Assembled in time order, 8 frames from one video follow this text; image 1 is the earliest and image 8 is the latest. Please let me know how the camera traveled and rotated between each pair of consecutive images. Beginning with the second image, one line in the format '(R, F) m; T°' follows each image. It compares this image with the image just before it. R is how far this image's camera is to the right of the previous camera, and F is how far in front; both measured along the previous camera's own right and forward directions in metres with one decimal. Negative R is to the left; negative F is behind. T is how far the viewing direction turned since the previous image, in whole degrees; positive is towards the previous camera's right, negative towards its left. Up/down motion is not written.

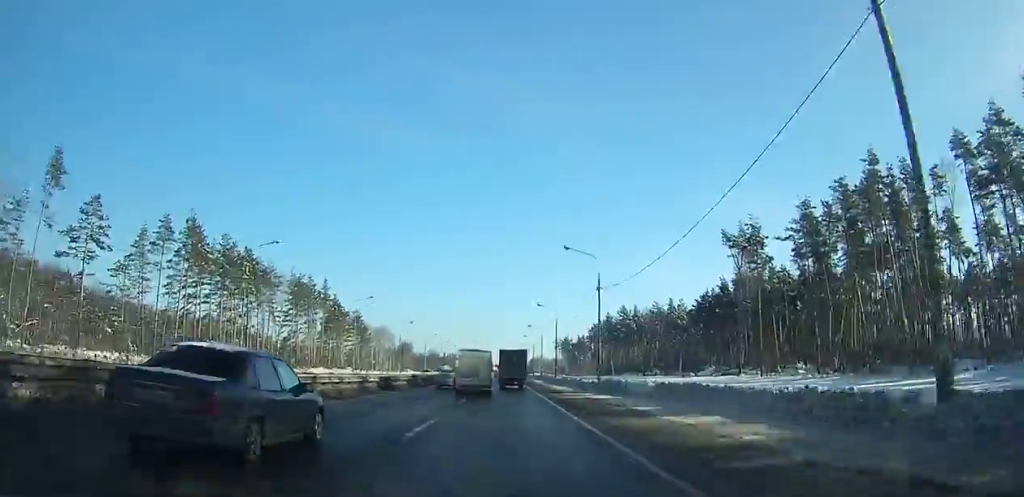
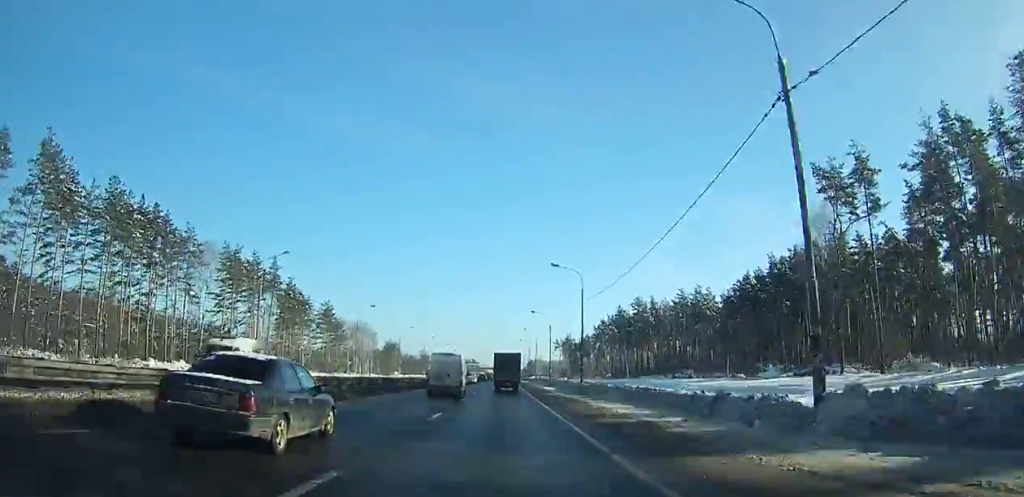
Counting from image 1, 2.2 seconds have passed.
(0.0, +32.6) m; 0°
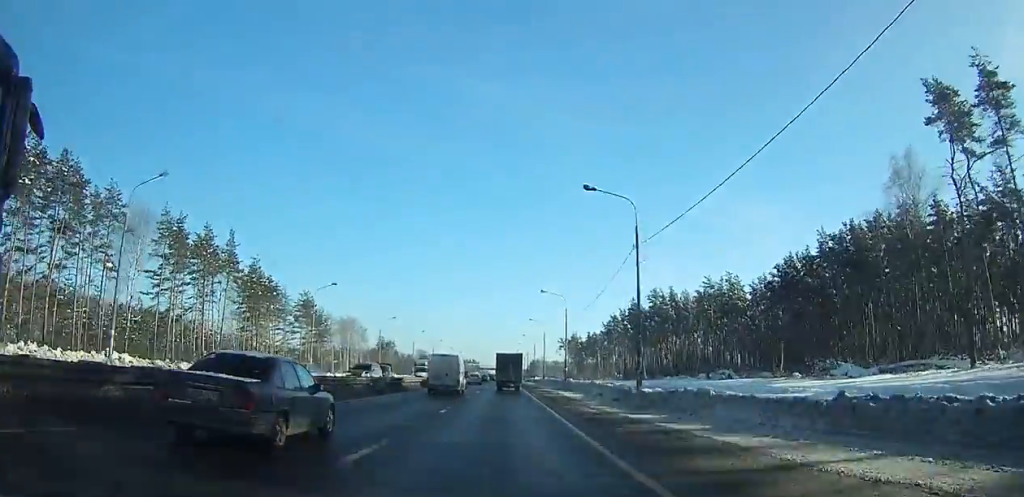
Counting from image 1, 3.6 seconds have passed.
(0.0, +21.1) m; 0°
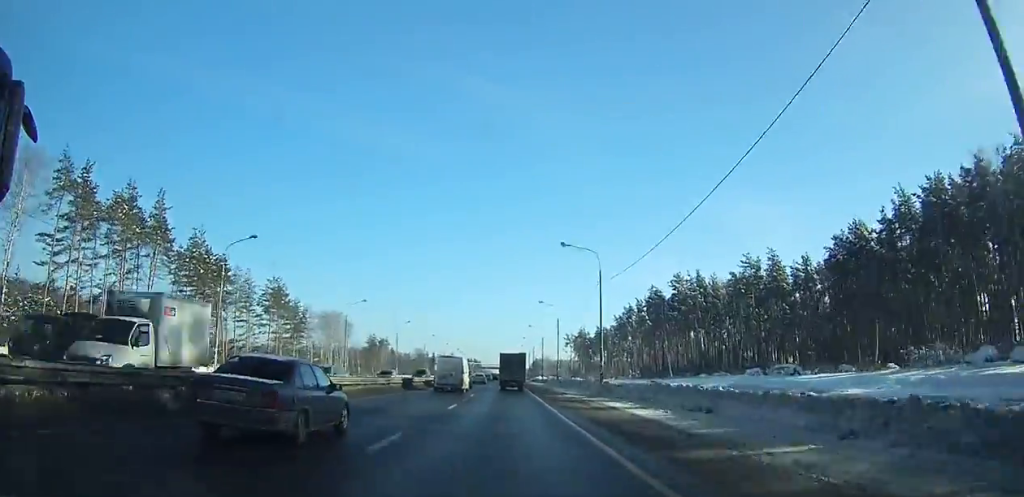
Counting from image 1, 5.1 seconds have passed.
(+0.1, +22.8) m; 0°
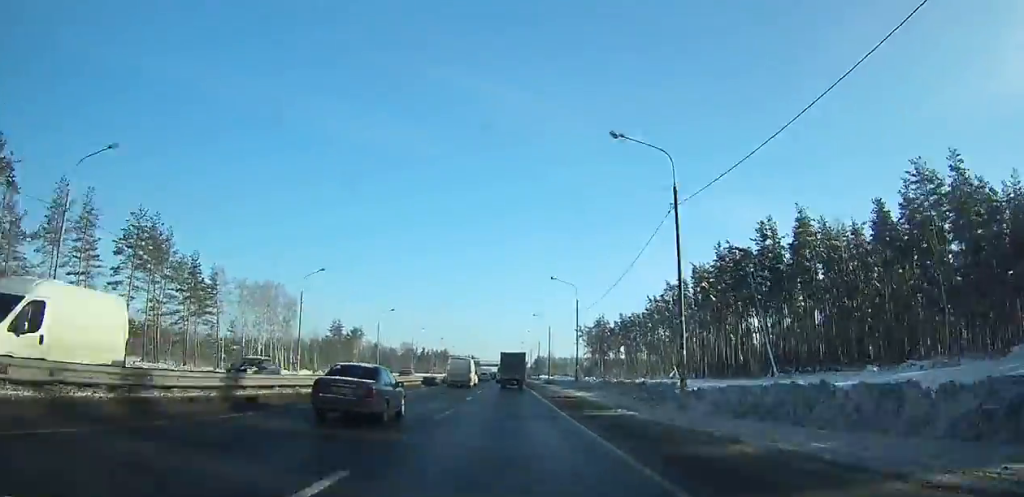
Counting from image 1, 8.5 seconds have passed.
(-0.2, +53.6) m; 0°
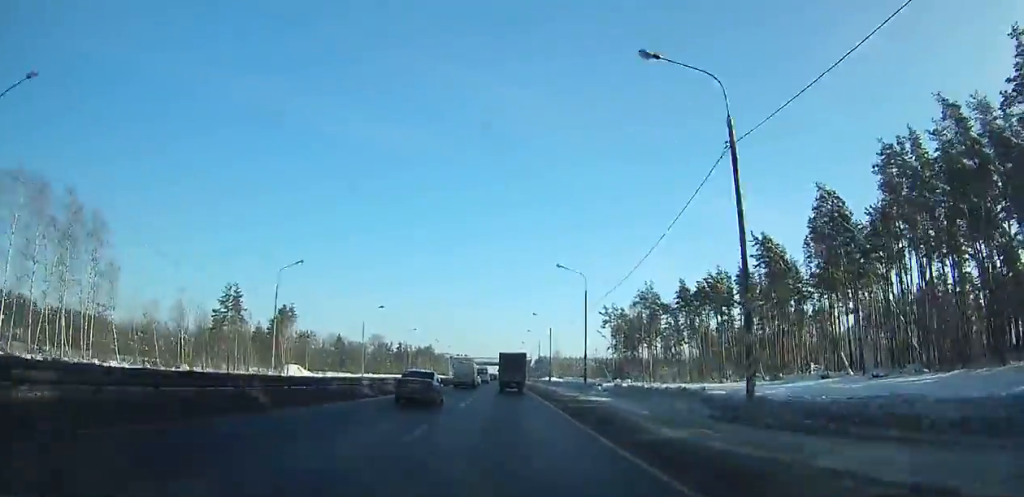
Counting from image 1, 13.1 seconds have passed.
(+0.7, +76.3) m; +1°
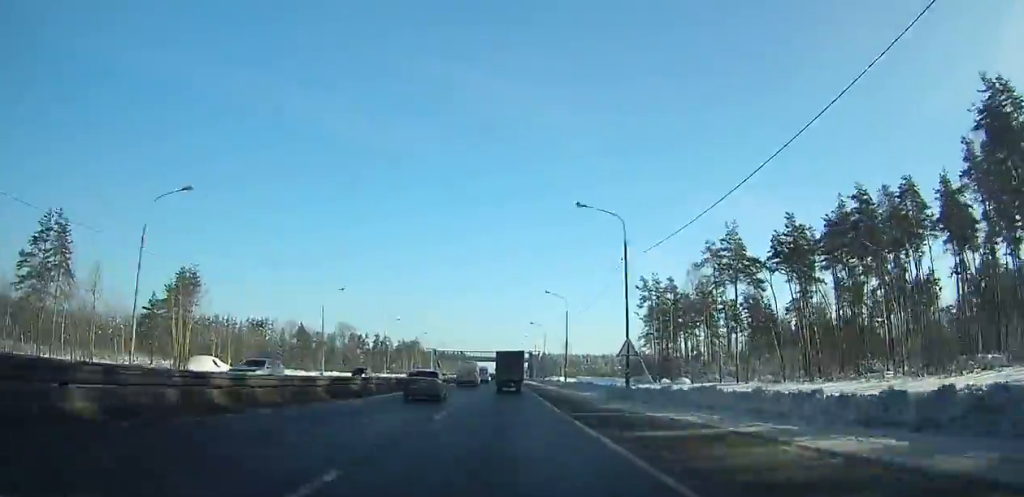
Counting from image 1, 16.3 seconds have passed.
(+0.1, +55.1) m; 0°
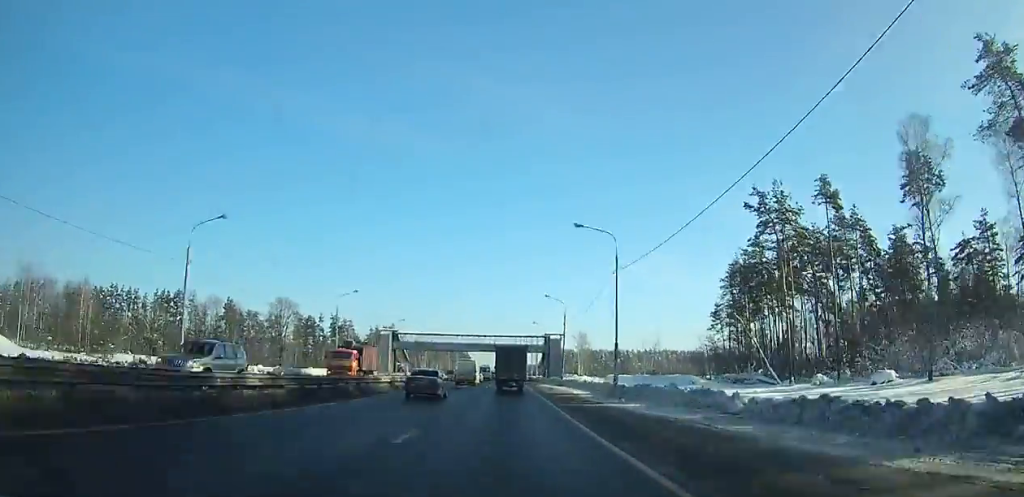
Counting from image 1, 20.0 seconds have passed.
(-0.1, +64.6) m; -1°
